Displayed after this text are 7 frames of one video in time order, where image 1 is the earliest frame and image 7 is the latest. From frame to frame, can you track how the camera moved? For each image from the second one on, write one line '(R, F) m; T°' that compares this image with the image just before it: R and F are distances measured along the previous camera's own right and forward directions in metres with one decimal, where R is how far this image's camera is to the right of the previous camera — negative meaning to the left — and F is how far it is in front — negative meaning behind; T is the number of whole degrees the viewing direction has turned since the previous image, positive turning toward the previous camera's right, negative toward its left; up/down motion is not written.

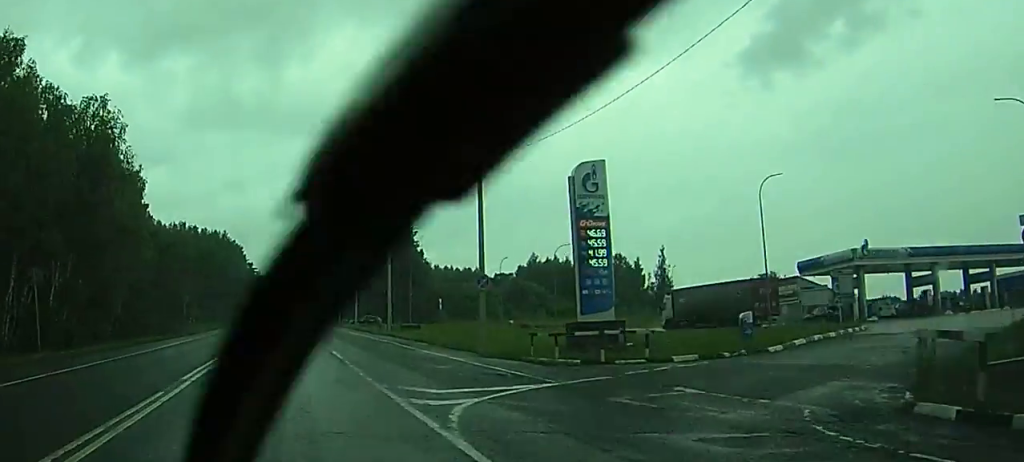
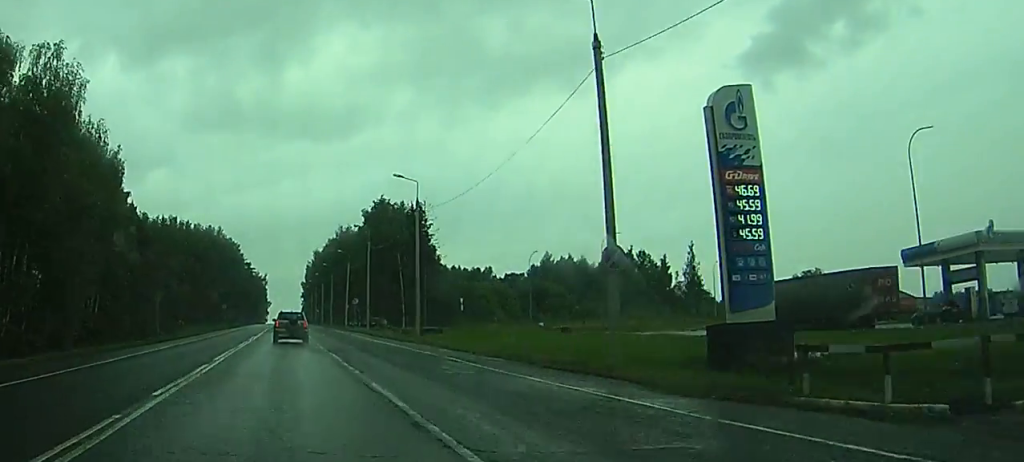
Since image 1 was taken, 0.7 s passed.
(0.0, +15.5) m; 0°
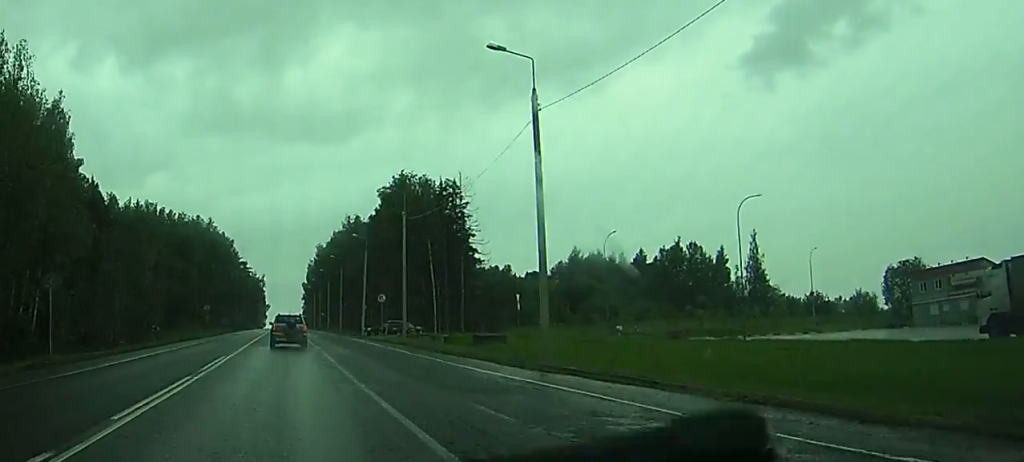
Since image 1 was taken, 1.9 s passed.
(+0.3, +27.1) m; +1°
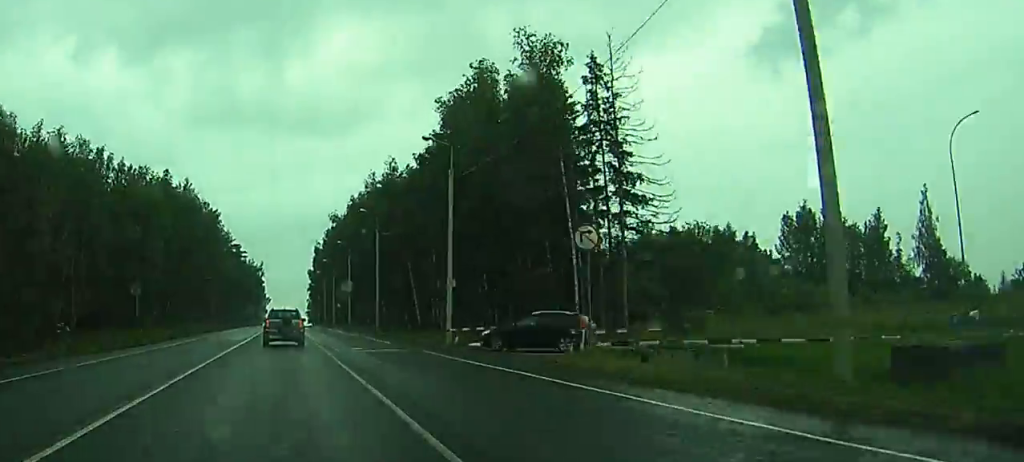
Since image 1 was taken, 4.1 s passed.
(0.0, +47.2) m; 0°
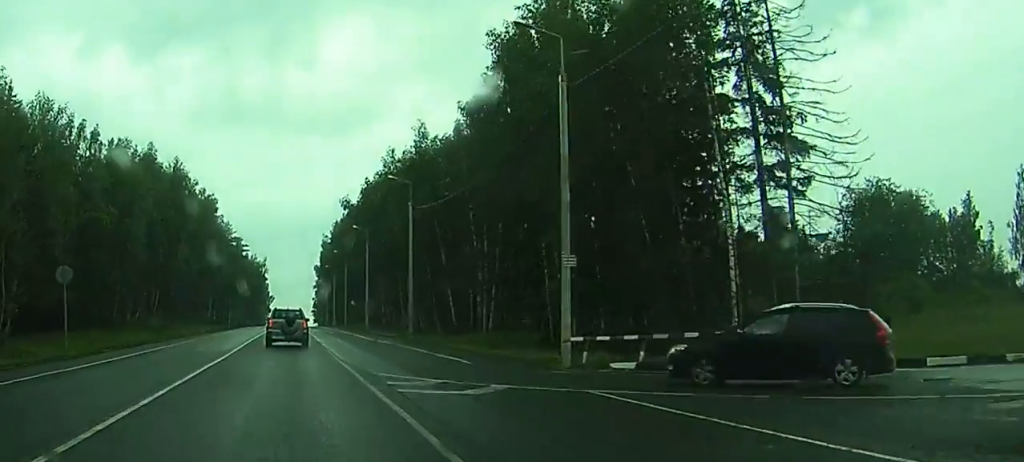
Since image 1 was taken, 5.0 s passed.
(0.0, +17.9) m; 0°
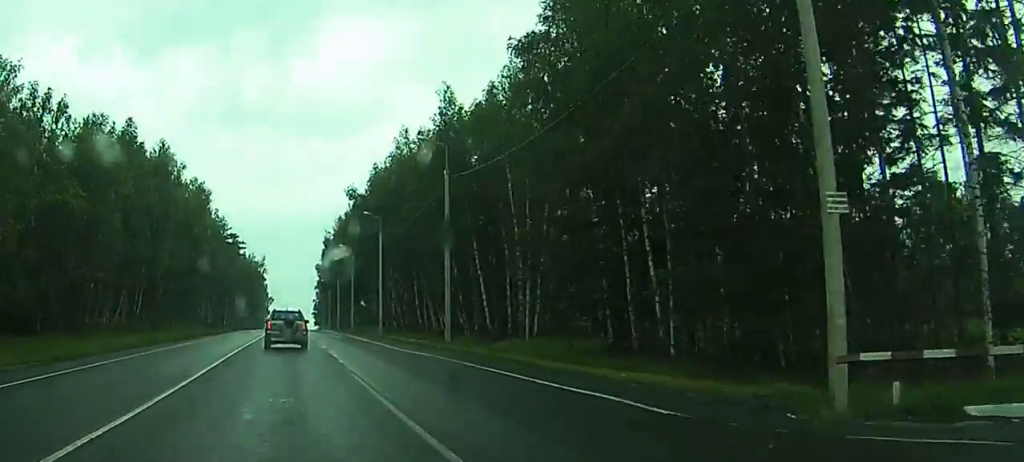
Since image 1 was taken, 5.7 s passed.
(0.0, +13.5) m; 0°
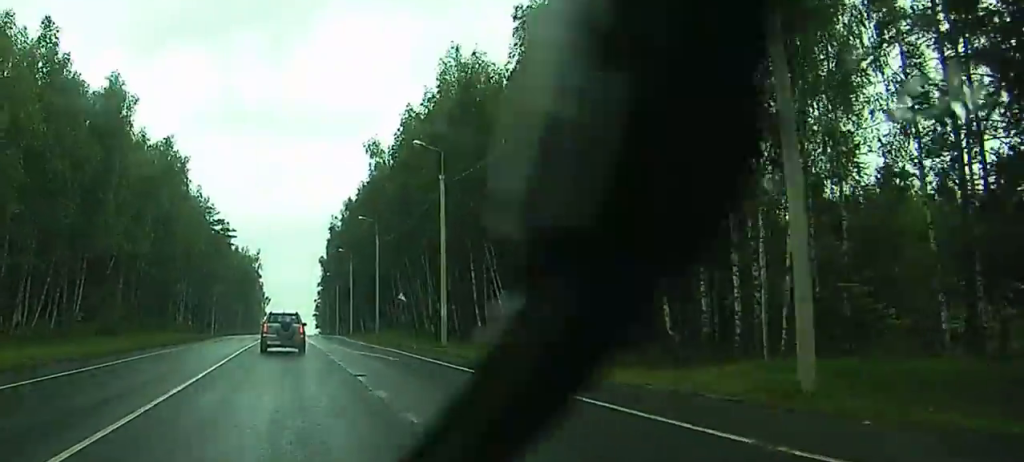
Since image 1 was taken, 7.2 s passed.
(-0.2, +30.8) m; -1°
